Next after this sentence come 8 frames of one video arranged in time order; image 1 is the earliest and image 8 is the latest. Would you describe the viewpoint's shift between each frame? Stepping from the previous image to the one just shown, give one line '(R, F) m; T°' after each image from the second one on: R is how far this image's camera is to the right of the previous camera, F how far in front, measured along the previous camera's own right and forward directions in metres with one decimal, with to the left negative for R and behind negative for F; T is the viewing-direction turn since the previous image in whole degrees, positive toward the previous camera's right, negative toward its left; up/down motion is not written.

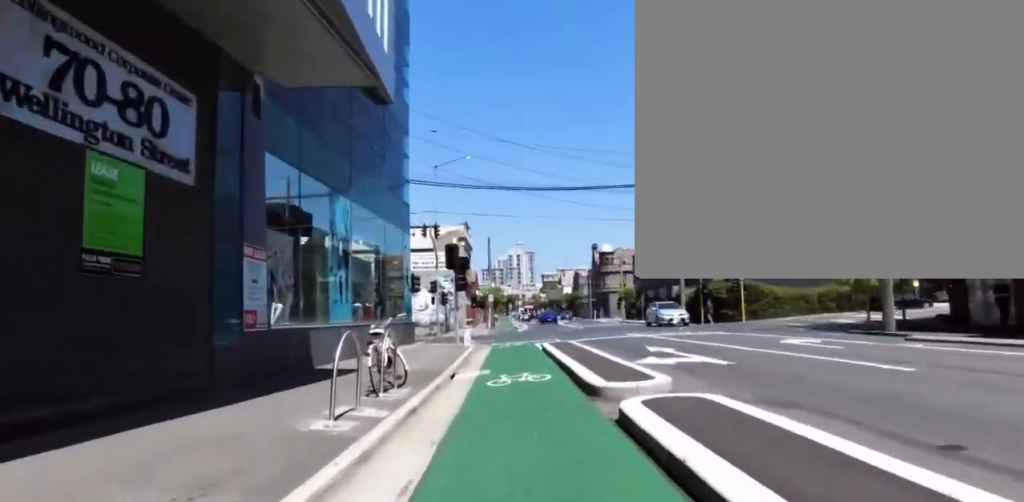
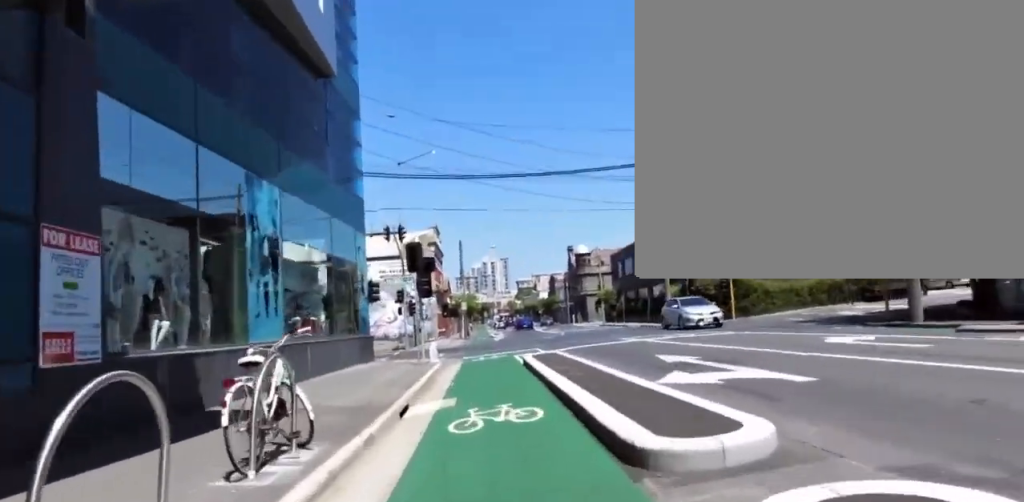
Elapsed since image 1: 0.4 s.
(0.0, +2.6) m; -2°
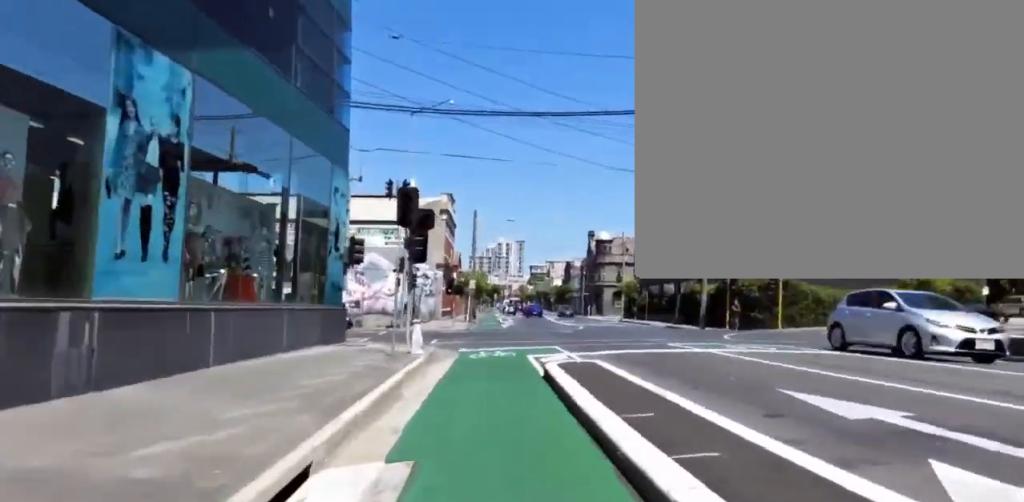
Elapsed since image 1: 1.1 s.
(0.0, +5.1) m; -5°
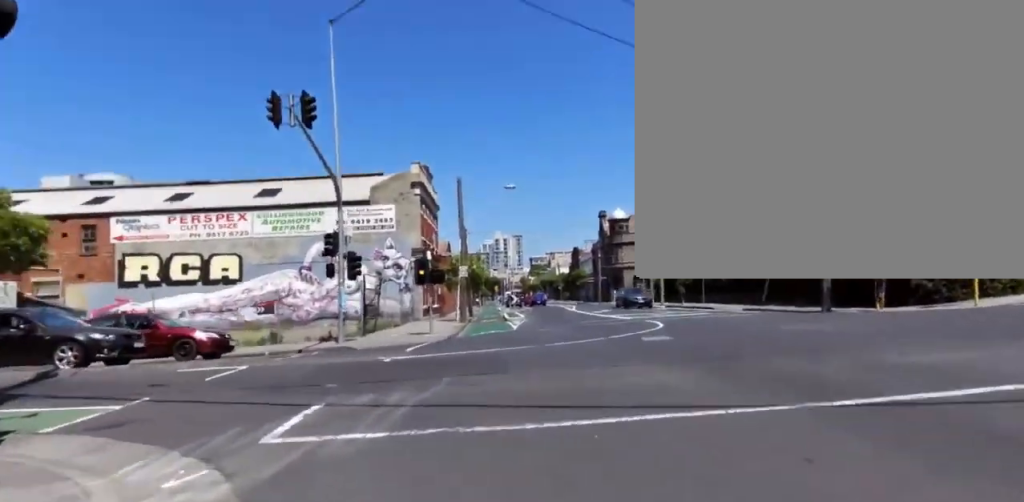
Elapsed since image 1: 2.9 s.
(-1.6, +17.0) m; -6°
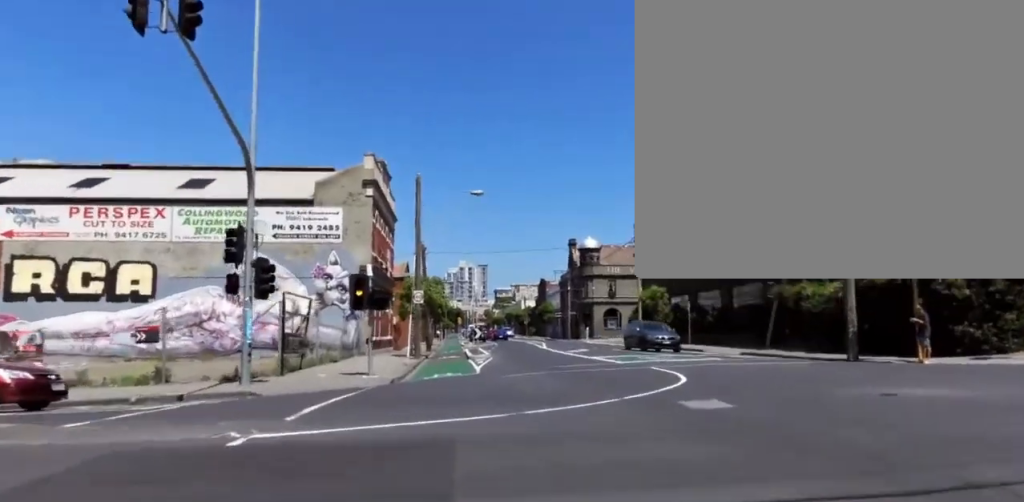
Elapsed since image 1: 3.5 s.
(0.0, +5.9) m; +1°
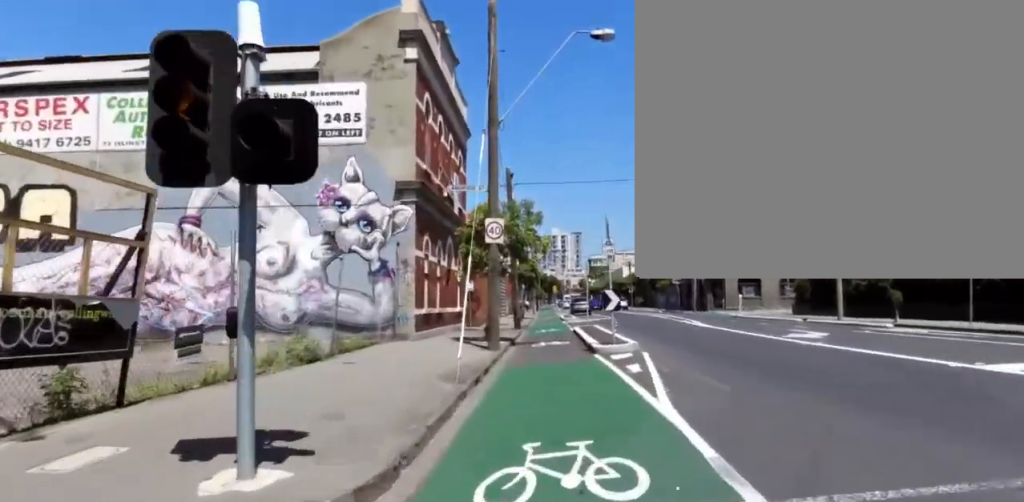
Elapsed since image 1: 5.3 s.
(+0.5, +15.9) m; +2°
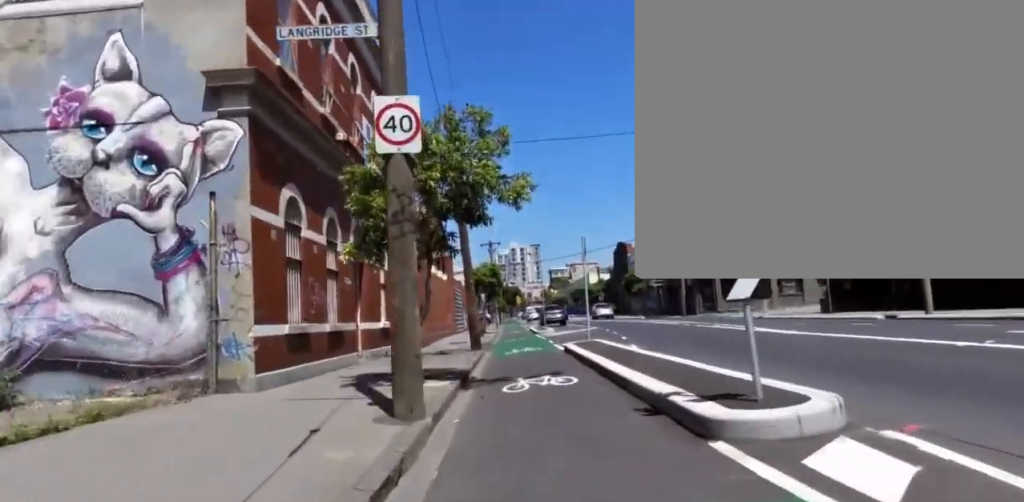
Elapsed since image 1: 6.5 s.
(0.0, +9.1) m; 0°
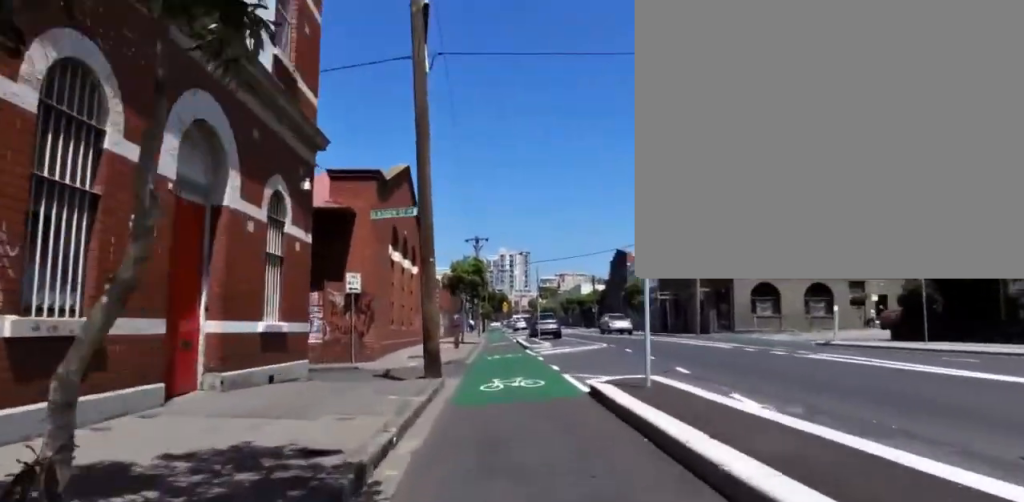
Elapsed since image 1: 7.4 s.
(0.0, +7.1) m; -2°
